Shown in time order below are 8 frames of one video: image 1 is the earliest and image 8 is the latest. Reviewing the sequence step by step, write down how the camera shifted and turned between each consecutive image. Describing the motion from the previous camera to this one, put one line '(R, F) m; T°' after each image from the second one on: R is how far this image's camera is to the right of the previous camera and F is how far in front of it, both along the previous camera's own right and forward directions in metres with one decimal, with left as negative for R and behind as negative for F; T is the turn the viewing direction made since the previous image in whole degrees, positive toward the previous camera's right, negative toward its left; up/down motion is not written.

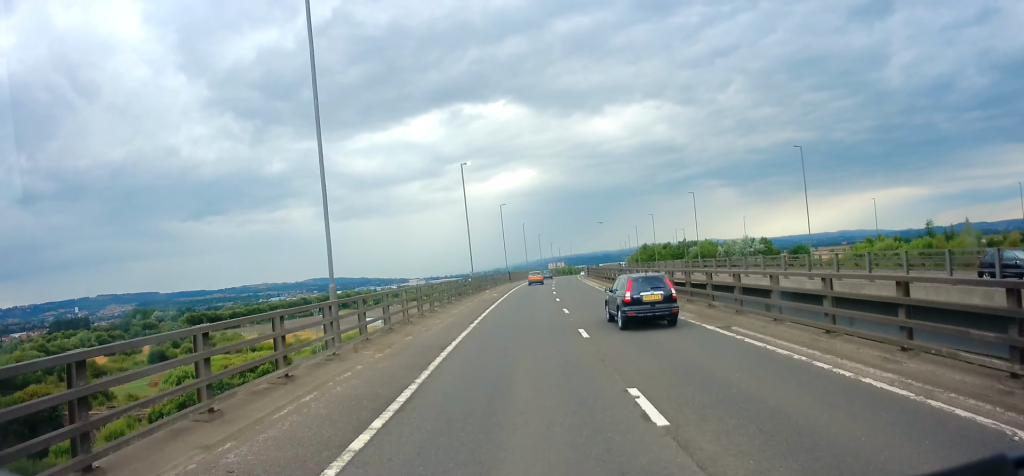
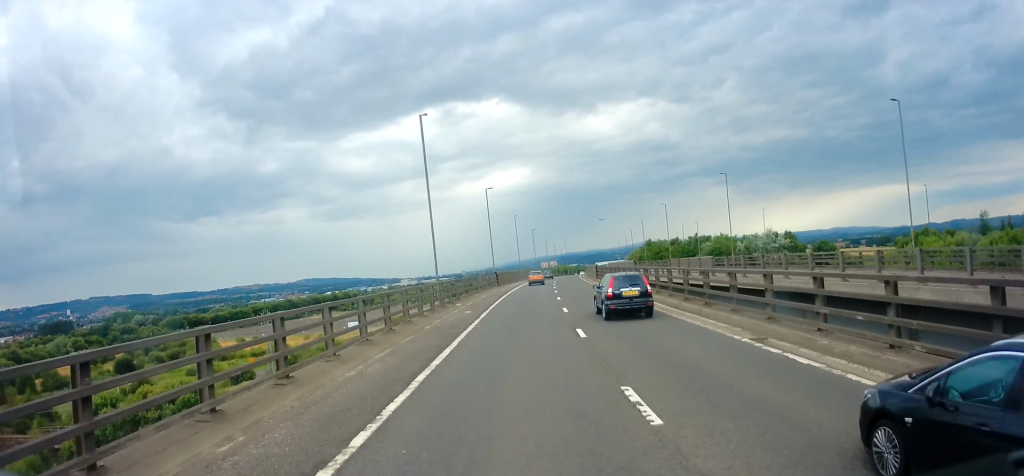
(+0.3, +17.6) m; +1°
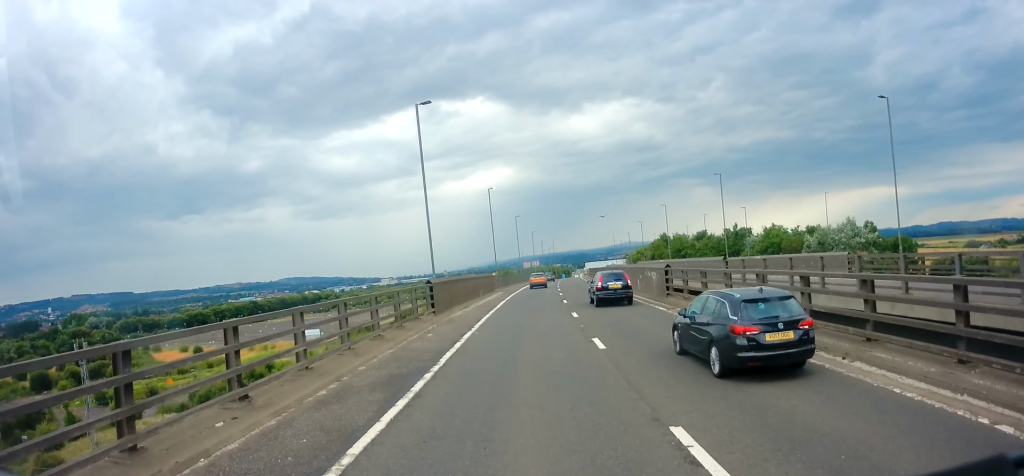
(+0.6, +37.9) m; +2°
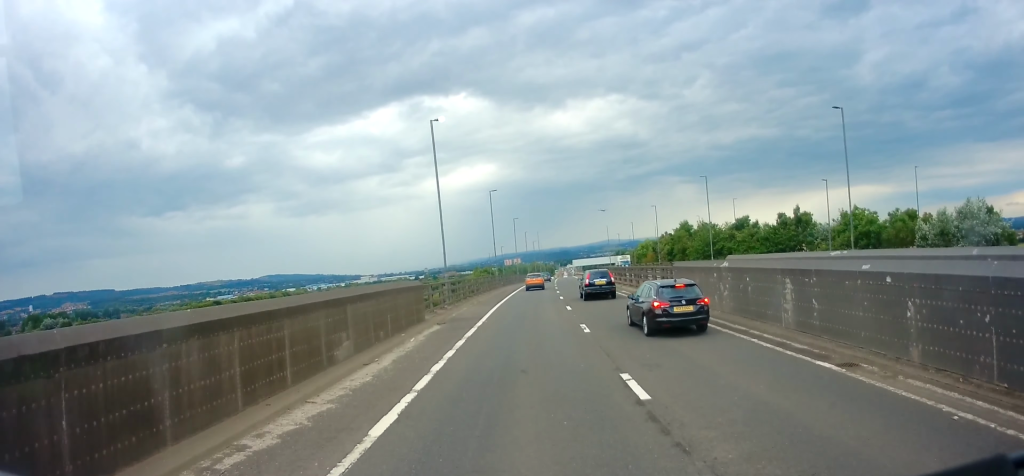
(+0.6, +32.0) m; +1°
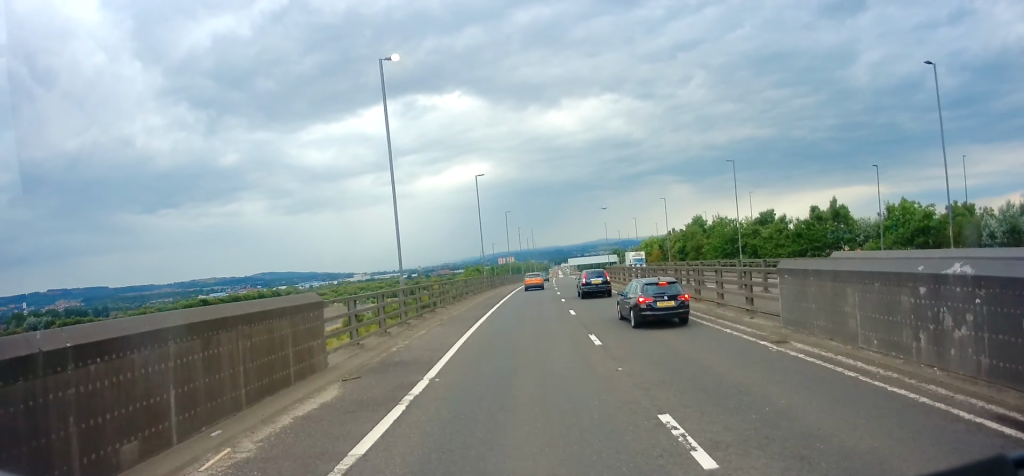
(0.0, +11.8) m; 0°
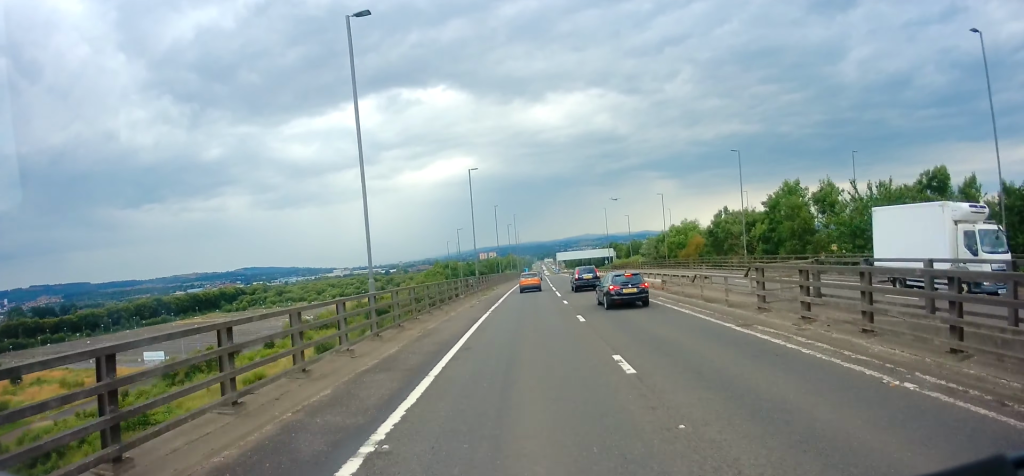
(+0.8, +40.0) m; +3°
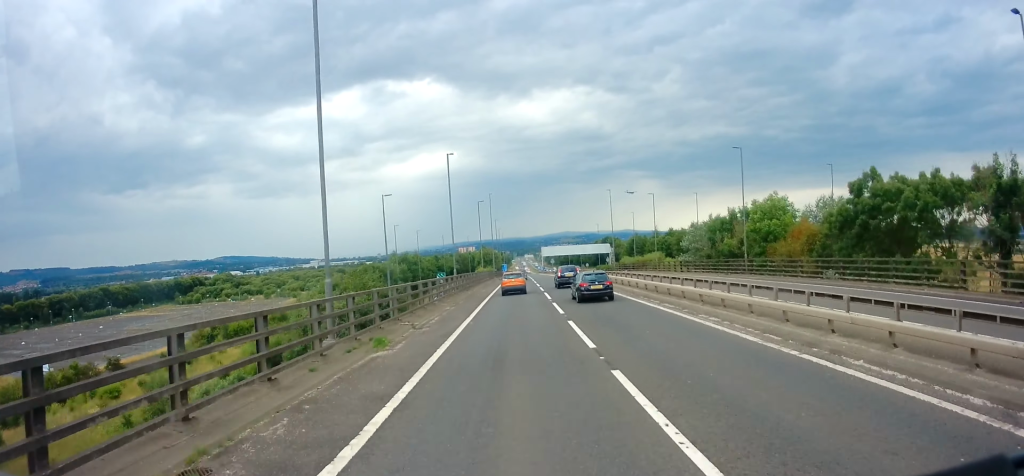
(+1.2, +40.0) m; +2°
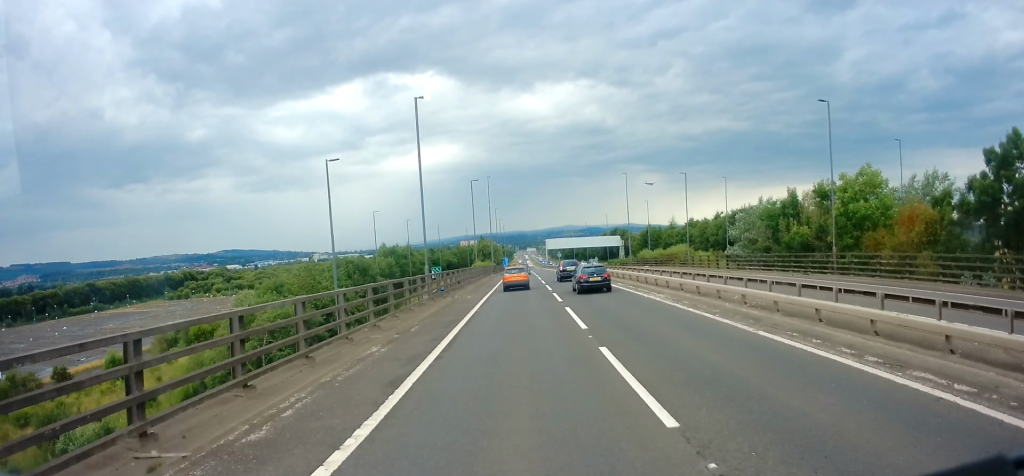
(0.0, +16.0) m; 0°
